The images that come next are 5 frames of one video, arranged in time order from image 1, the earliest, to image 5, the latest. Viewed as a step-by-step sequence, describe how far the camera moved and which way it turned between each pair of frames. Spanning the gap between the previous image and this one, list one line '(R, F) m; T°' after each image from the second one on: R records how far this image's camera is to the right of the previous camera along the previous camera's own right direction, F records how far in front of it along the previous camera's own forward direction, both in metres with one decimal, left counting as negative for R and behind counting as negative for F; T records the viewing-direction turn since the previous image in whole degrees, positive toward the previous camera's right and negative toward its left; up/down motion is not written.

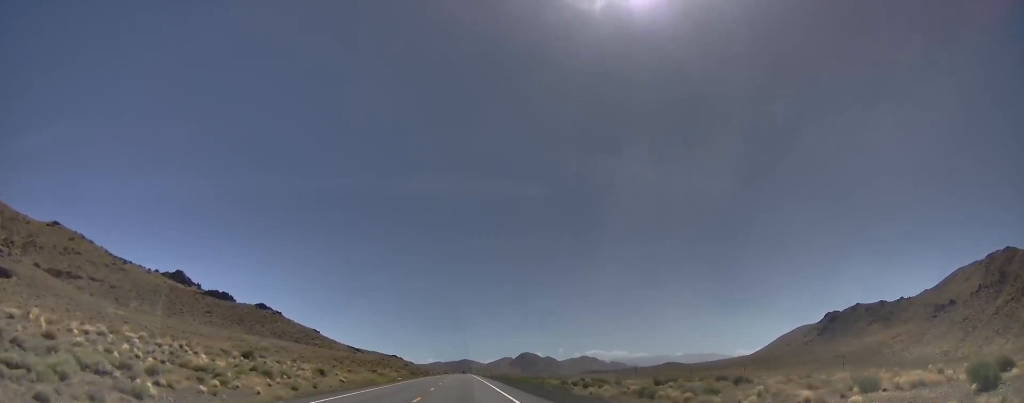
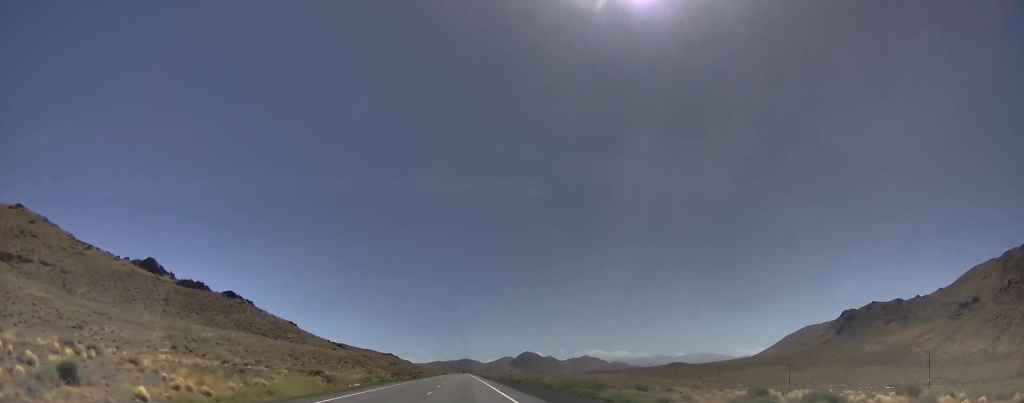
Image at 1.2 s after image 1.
(+0.1, +49.4) m; +1°
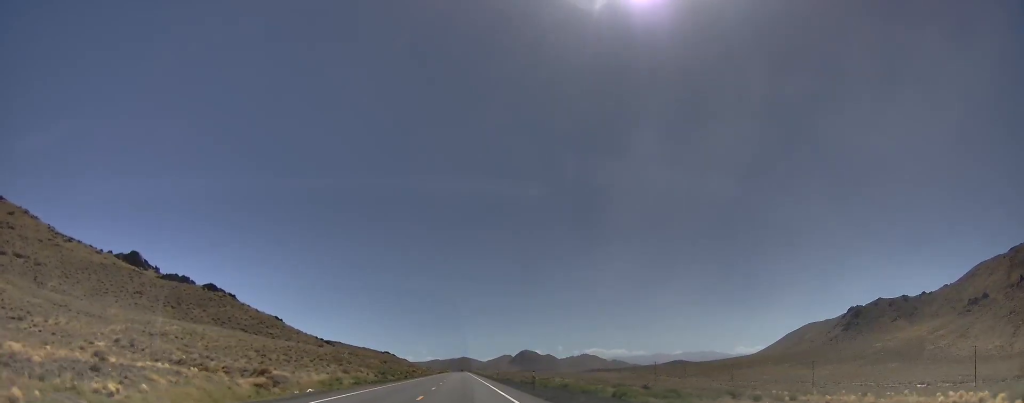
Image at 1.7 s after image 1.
(+0.4, +22.6) m; 0°
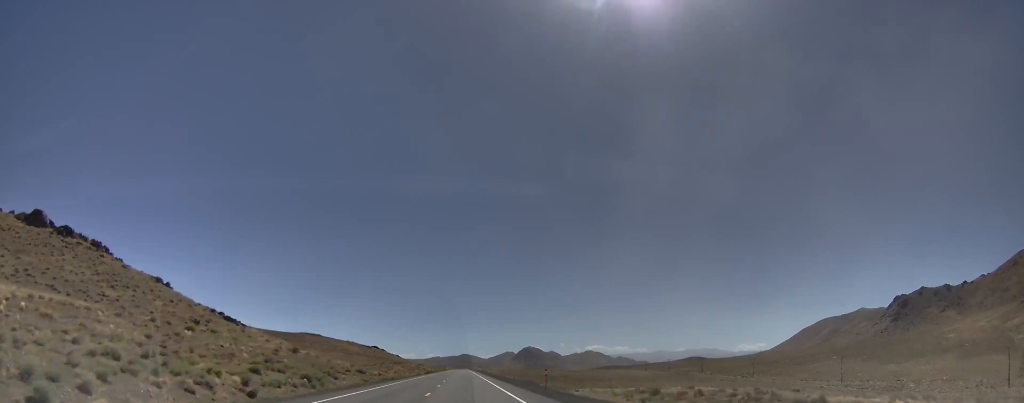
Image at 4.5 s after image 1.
(-0.5, +106.0) m; 0°
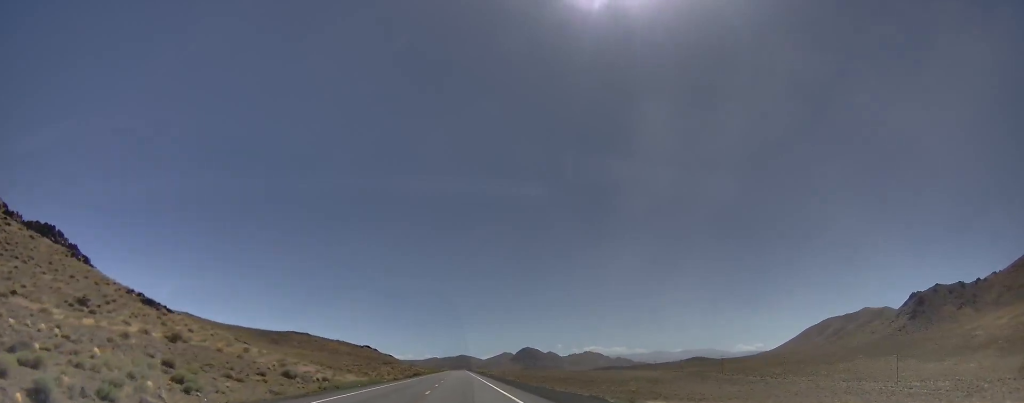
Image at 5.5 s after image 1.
(0.0, +34.4) m; -1°
